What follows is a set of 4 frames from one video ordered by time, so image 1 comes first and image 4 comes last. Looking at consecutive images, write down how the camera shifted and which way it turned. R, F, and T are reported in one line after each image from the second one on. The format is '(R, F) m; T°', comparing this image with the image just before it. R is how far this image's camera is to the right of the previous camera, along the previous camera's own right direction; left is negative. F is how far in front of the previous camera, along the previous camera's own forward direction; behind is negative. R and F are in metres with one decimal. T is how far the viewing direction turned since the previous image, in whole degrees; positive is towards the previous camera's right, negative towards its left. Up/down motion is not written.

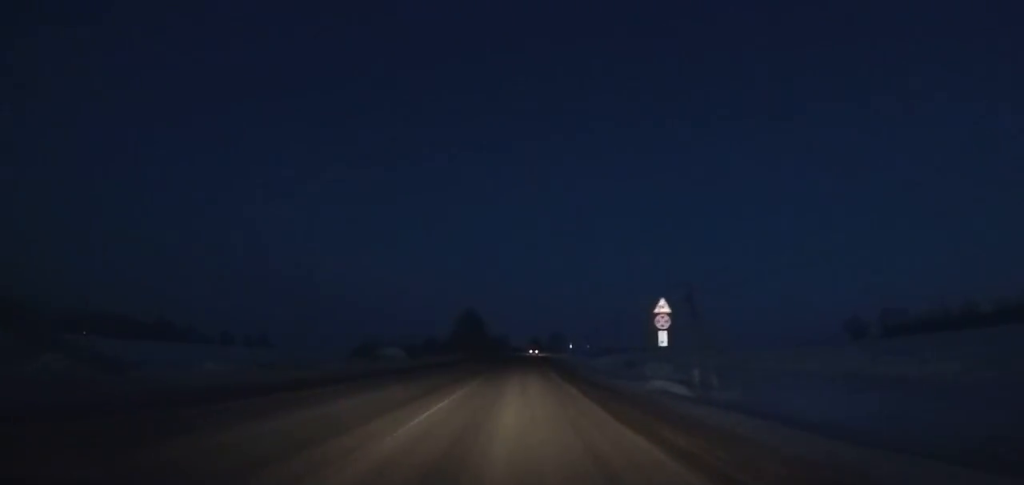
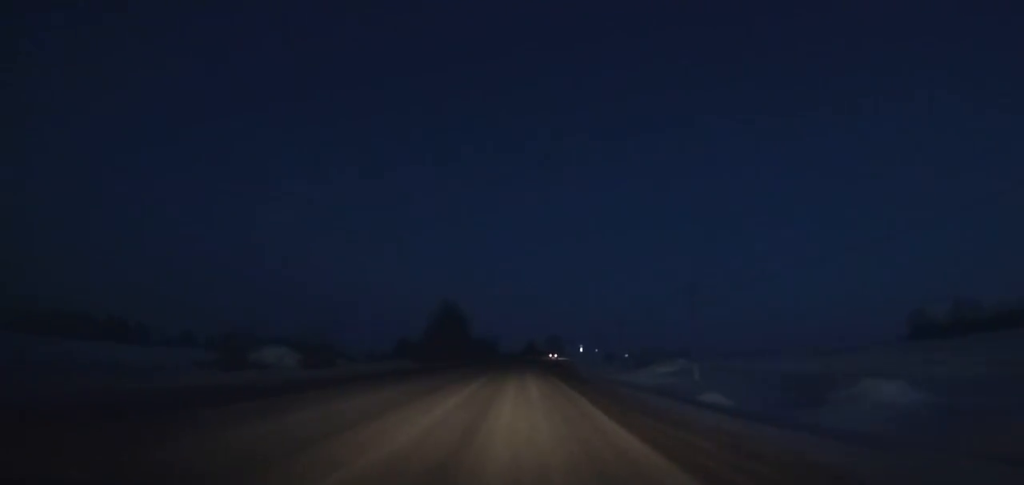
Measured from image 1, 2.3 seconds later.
(+0.2, +44.4) m; +1°
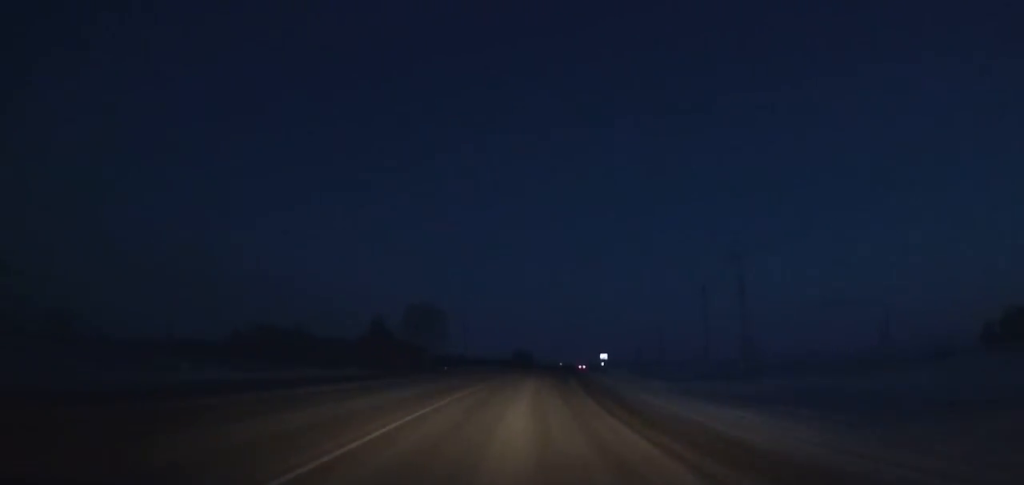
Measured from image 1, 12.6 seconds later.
(+19.4, +196.5) m; +12°
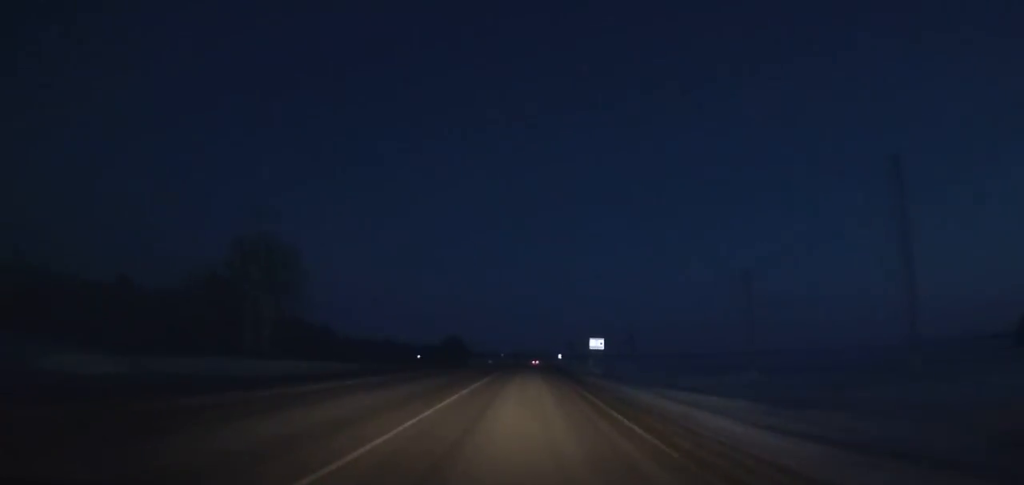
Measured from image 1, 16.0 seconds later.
(+2.4, +67.3) m; +3°
